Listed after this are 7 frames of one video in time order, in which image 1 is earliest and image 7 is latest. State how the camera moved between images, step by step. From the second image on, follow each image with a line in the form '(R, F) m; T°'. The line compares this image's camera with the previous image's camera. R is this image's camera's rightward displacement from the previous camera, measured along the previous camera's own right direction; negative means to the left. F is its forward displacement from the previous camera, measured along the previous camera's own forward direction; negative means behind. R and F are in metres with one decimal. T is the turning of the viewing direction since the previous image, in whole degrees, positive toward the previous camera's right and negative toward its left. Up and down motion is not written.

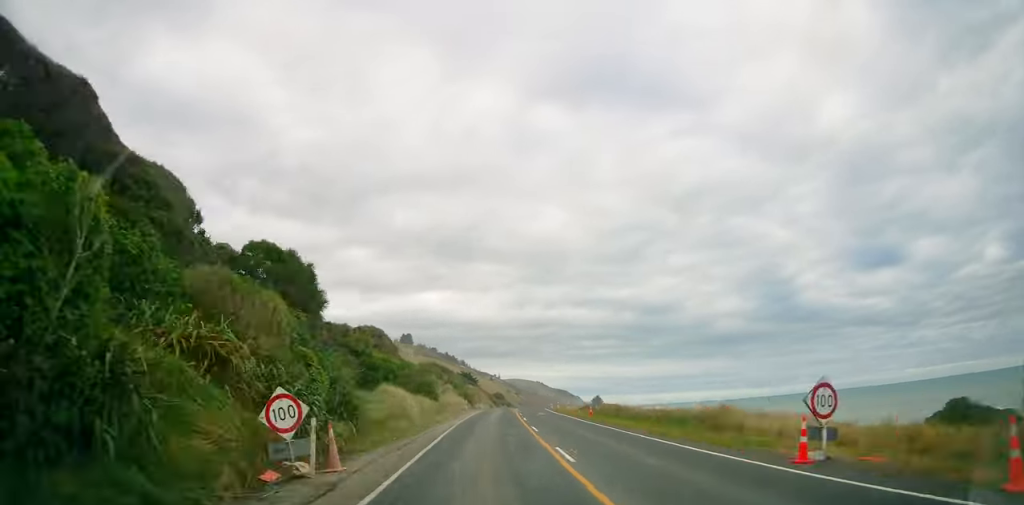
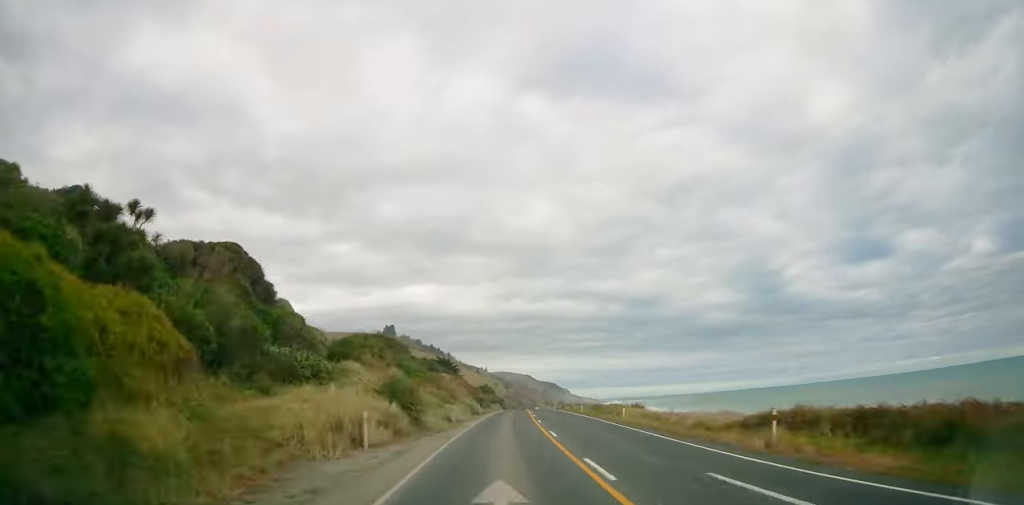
(-0.5, +41.8) m; +1°
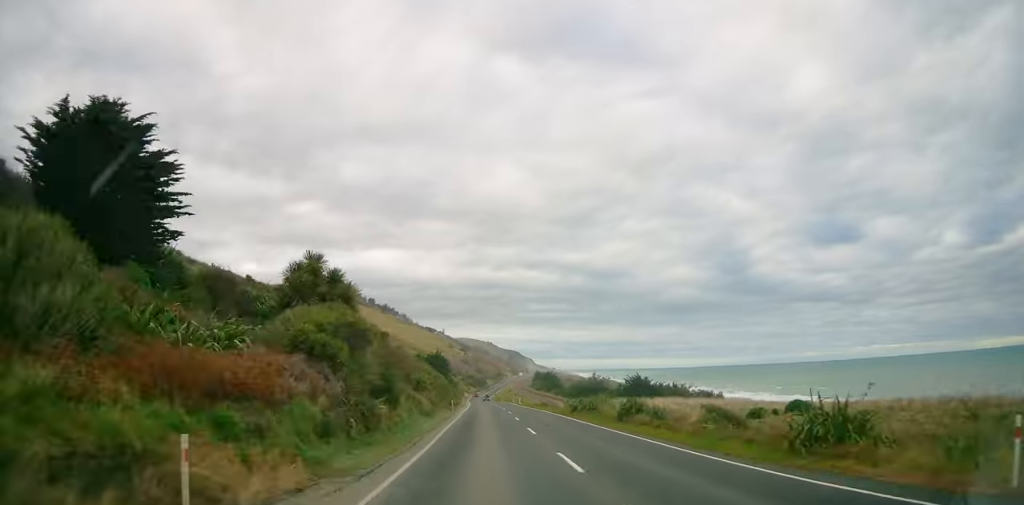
(+4.8, +111.6) m; +2°
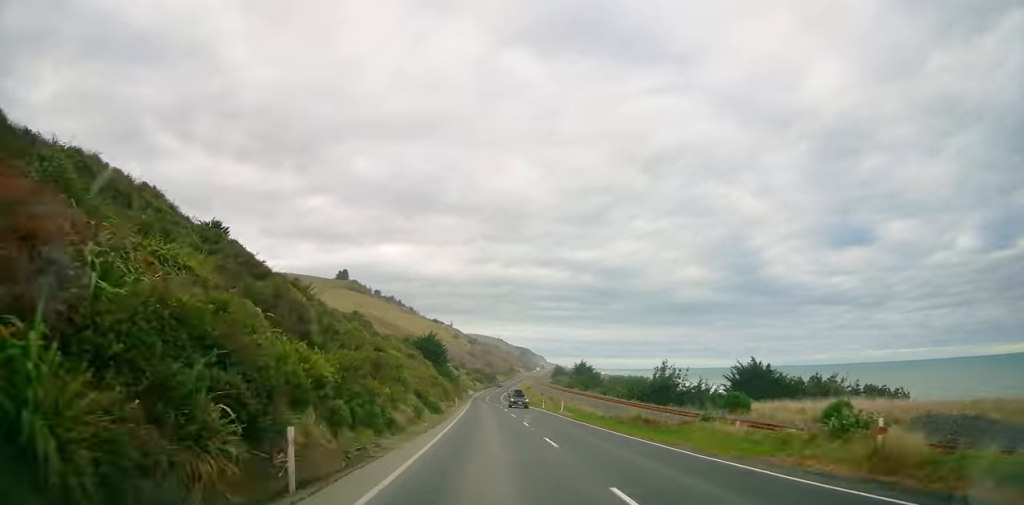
(+0.8, +45.9) m; -1°
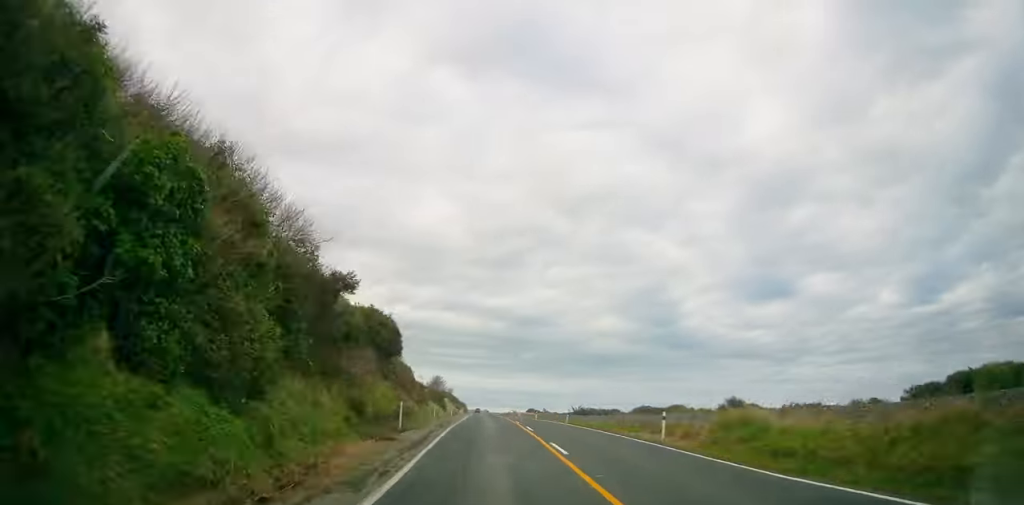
(+20.4, +257.5) m; +10°
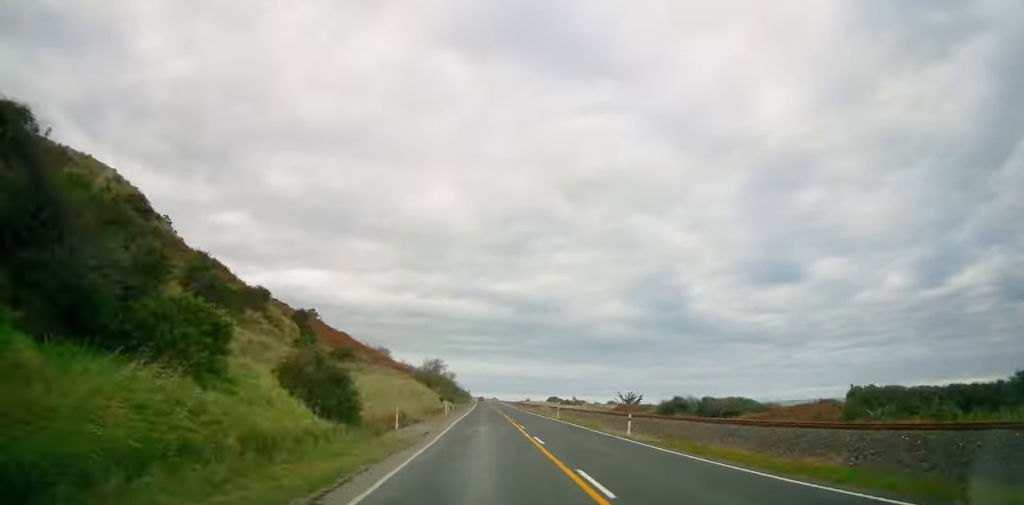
(-0.6, +46.2) m; -1°
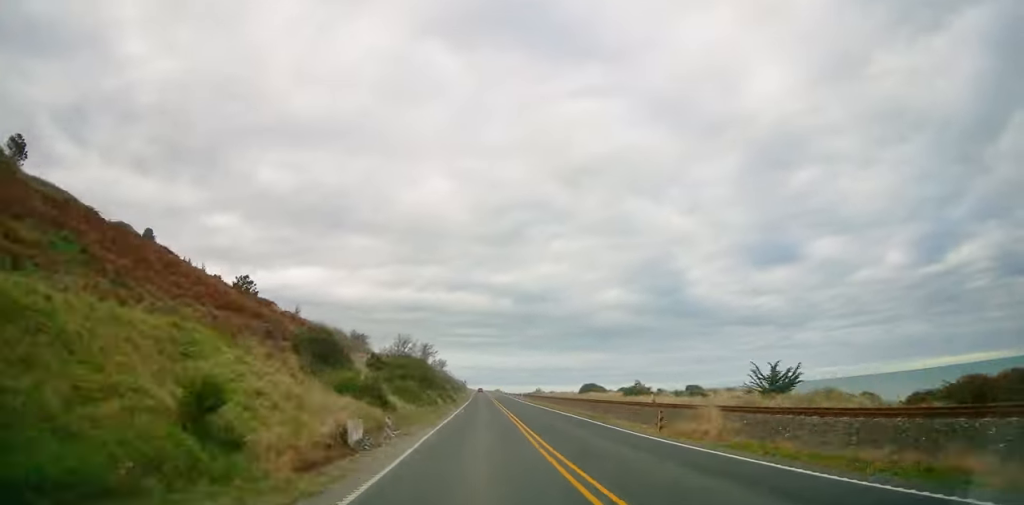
(-0.3, +52.0) m; -1°
